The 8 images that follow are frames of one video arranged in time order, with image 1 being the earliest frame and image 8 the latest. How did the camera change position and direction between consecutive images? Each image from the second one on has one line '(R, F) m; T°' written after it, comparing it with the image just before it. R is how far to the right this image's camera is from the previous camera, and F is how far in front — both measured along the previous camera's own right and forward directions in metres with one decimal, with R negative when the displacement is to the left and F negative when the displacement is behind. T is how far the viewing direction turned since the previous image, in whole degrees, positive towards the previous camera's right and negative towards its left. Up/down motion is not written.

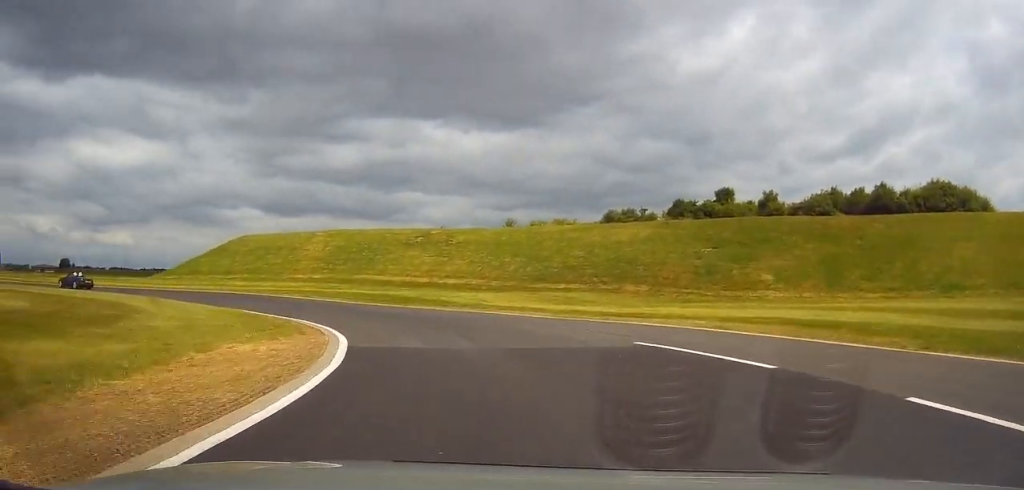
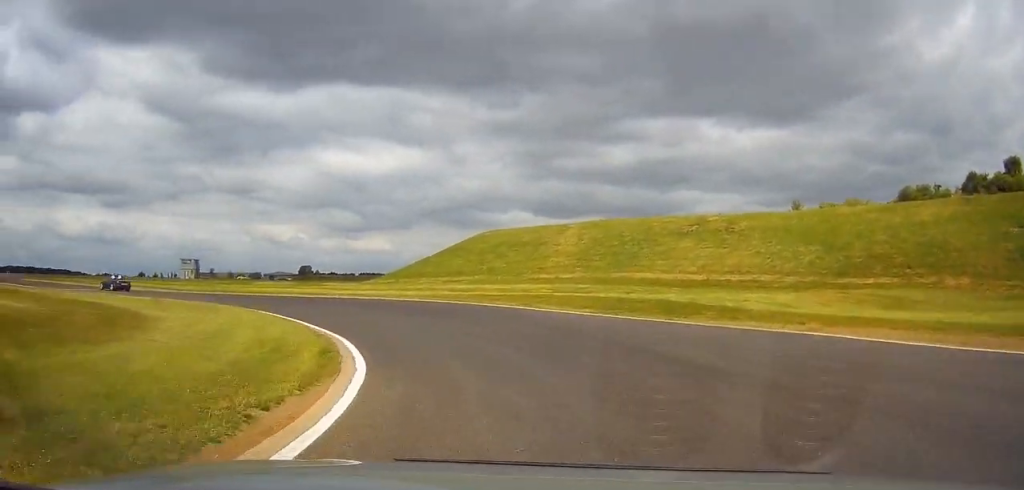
(-2.1, +13.4) m; -23°
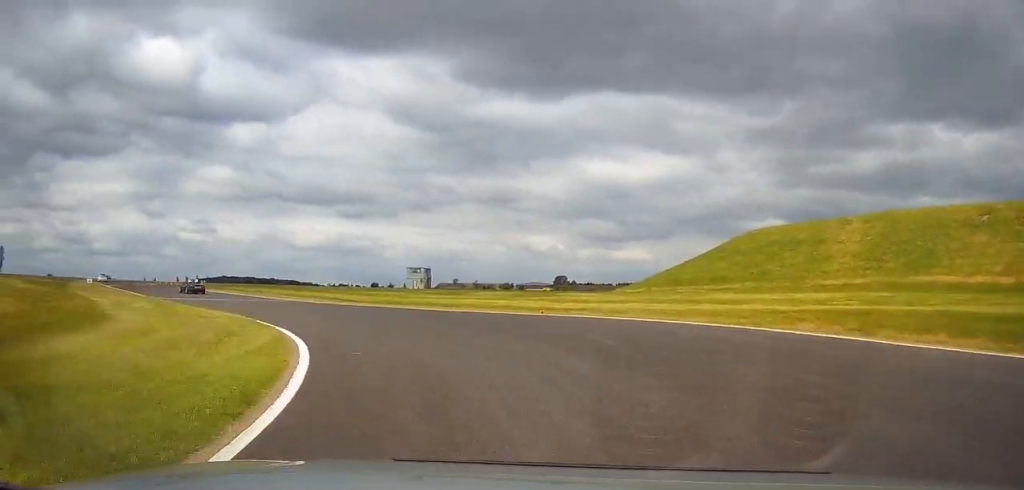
(-2.8, +13.4) m; -22°
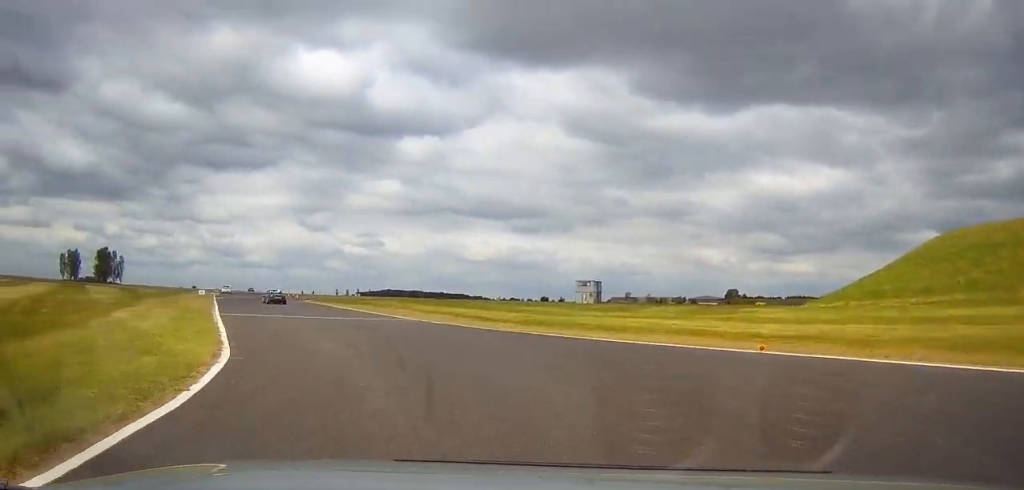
(-1.5, +9.5) m; -12°
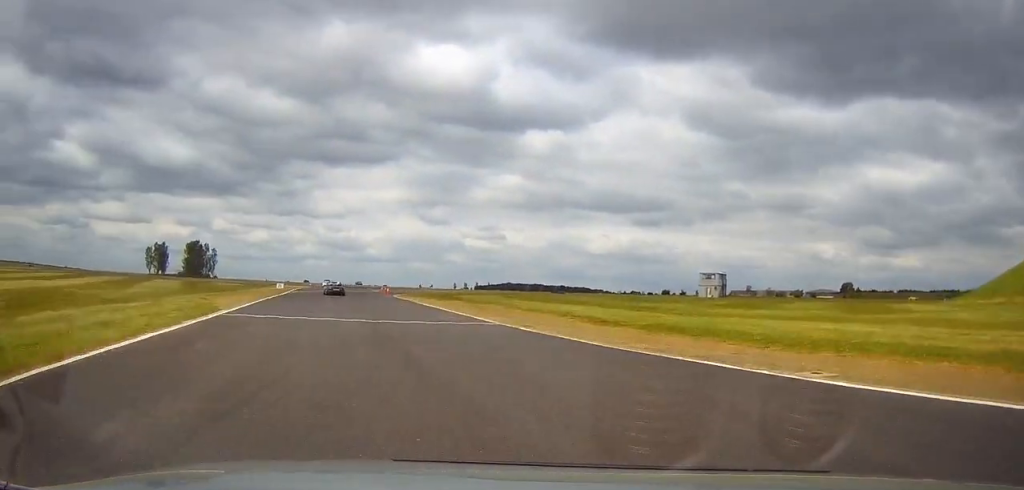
(-1.1, +9.5) m; -10°
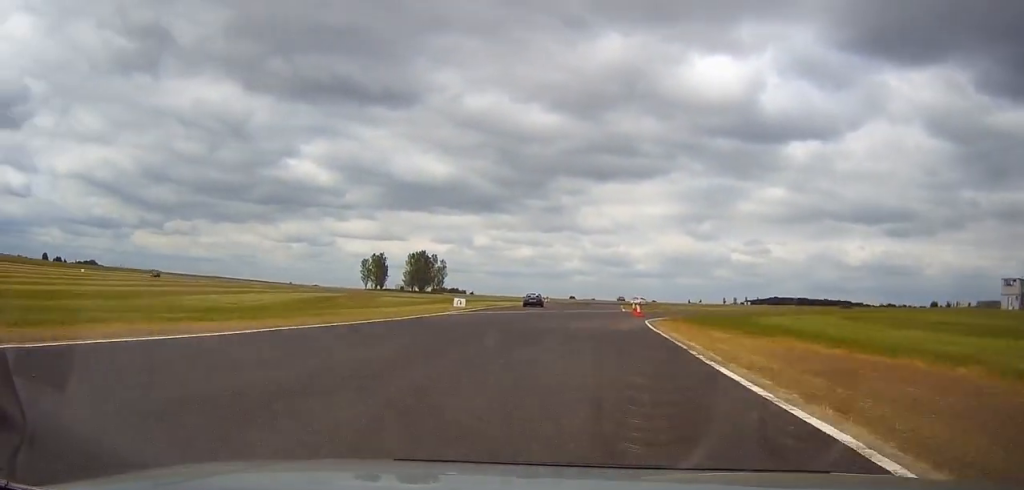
(-6.2, +30.2) m; -19°
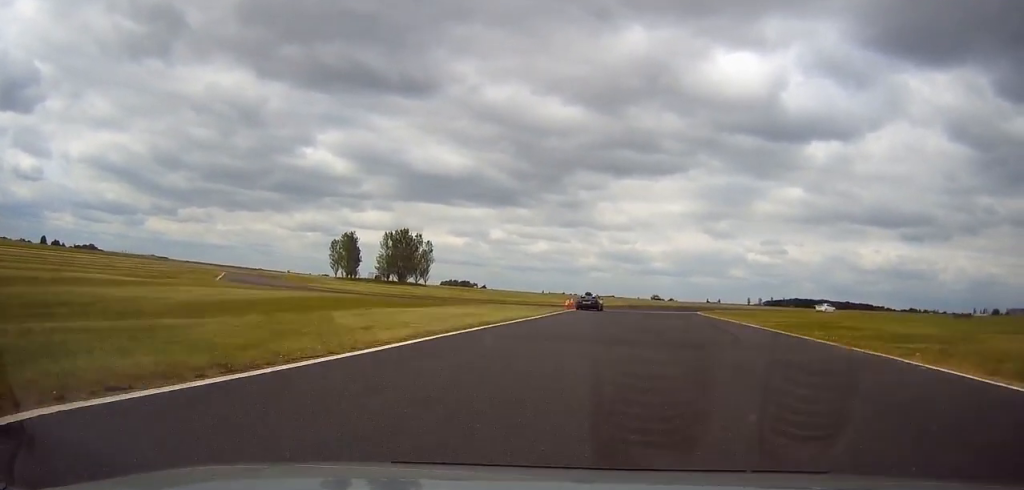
(-2.4, +45.2) m; -1°
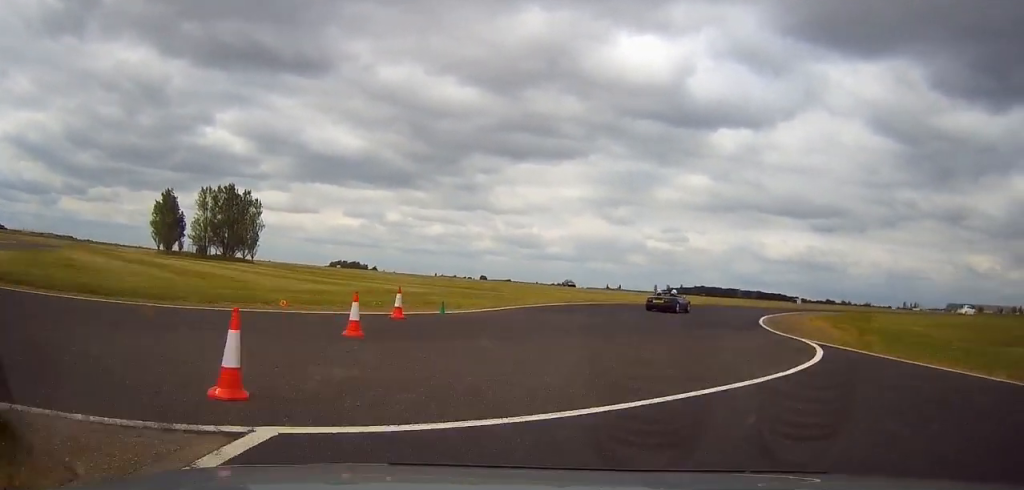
(+1.7, +41.8) m; +9°
